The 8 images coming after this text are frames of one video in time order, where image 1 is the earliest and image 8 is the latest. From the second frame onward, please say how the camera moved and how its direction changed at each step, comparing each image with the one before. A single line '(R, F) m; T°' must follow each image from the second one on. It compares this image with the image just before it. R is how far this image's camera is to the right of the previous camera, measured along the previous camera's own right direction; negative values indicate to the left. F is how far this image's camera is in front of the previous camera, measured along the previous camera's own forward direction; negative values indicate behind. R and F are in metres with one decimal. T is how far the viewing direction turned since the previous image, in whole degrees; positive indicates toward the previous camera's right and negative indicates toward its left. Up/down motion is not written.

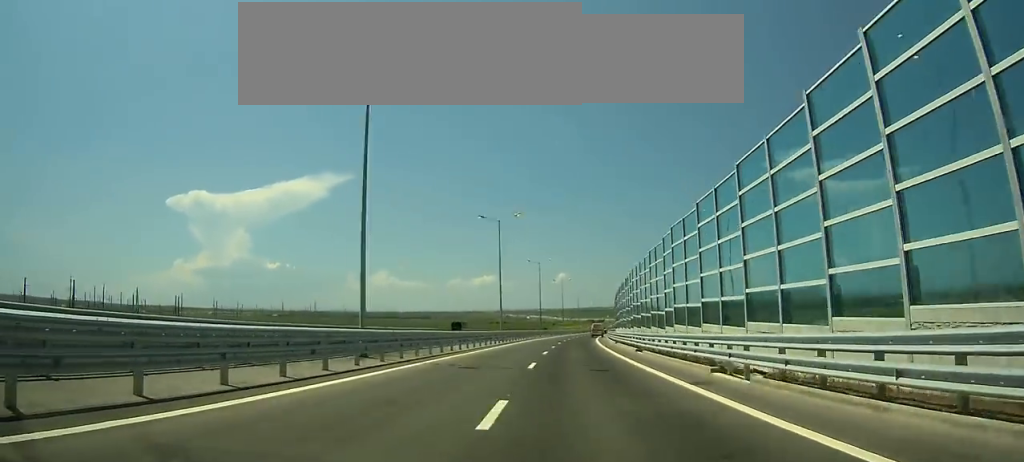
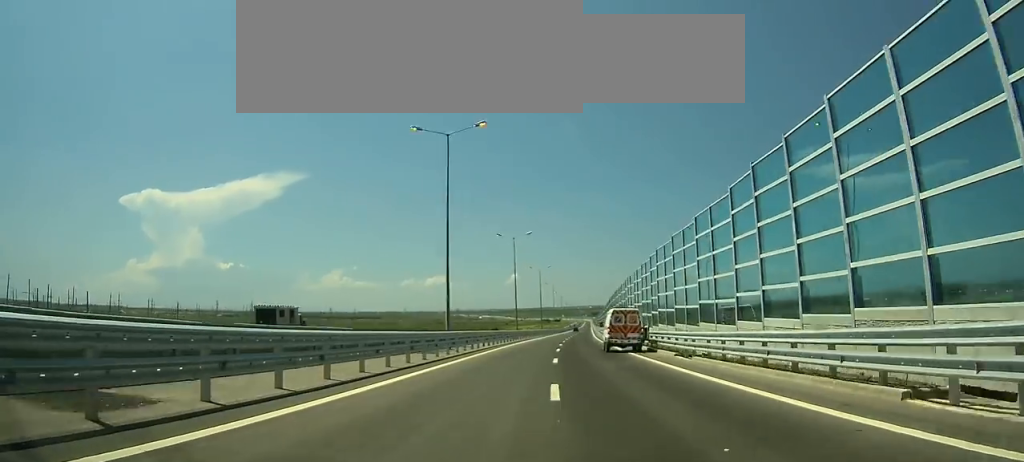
(+2.3, +69.6) m; +3°
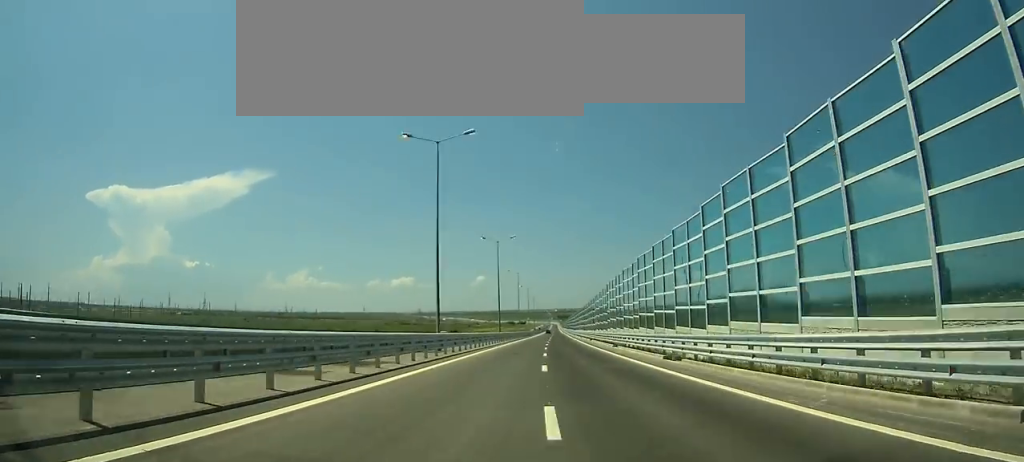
(-0.8, +40.3) m; +2°
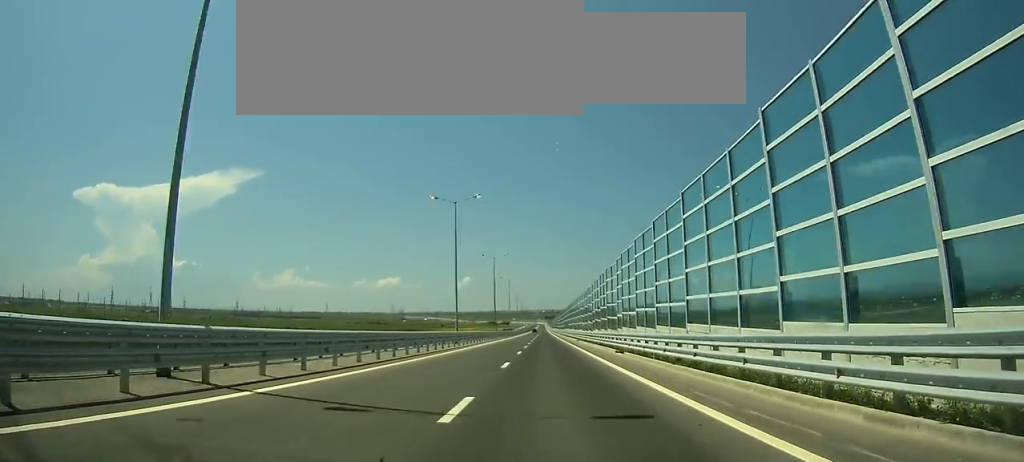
(+5.2, +108.6) m; +3°
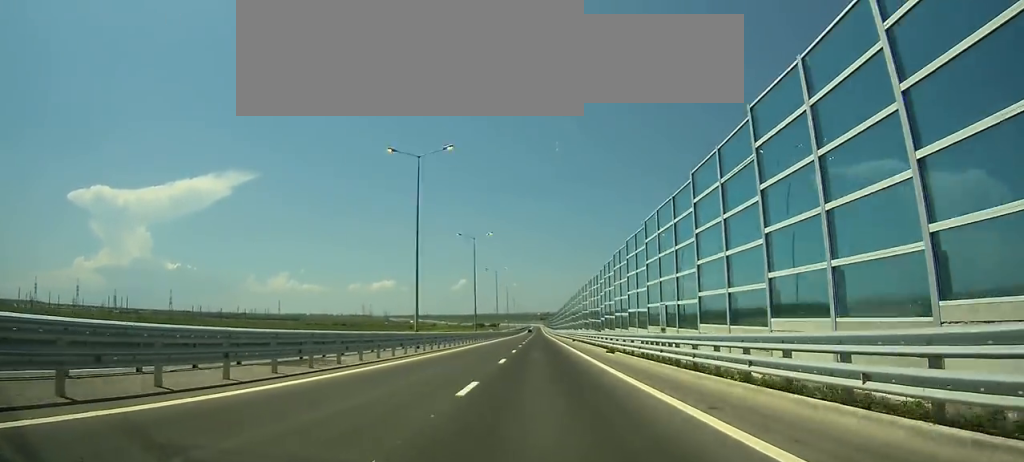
(+0.1, +141.8) m; 0°
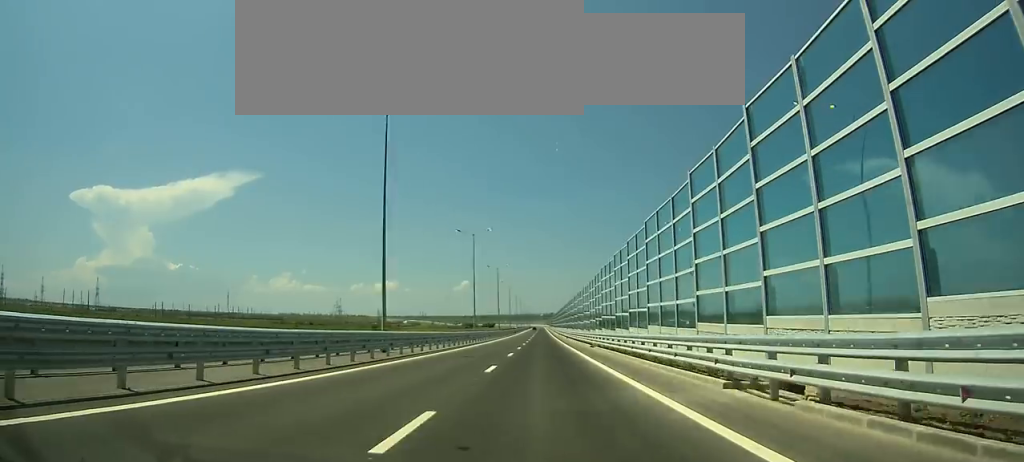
(-0.3, +126.0) m; 0°
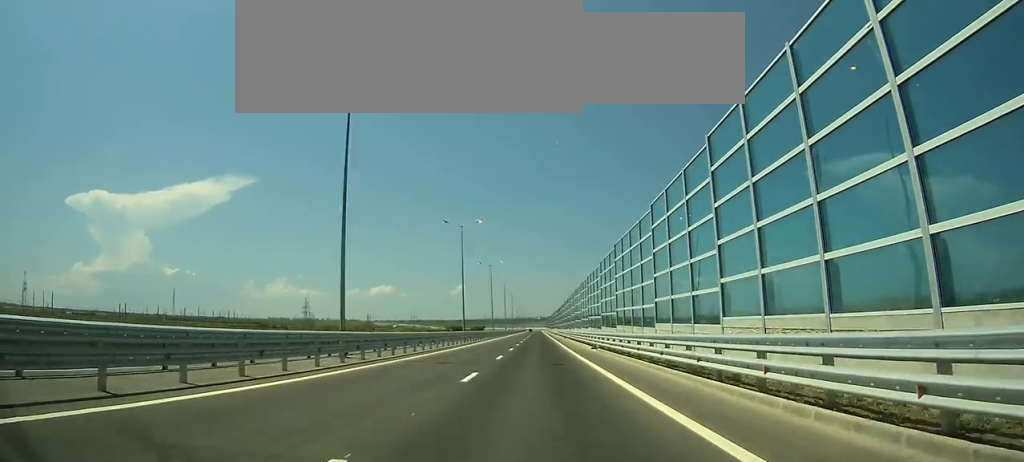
(-0.1, +87.5) m; 0°
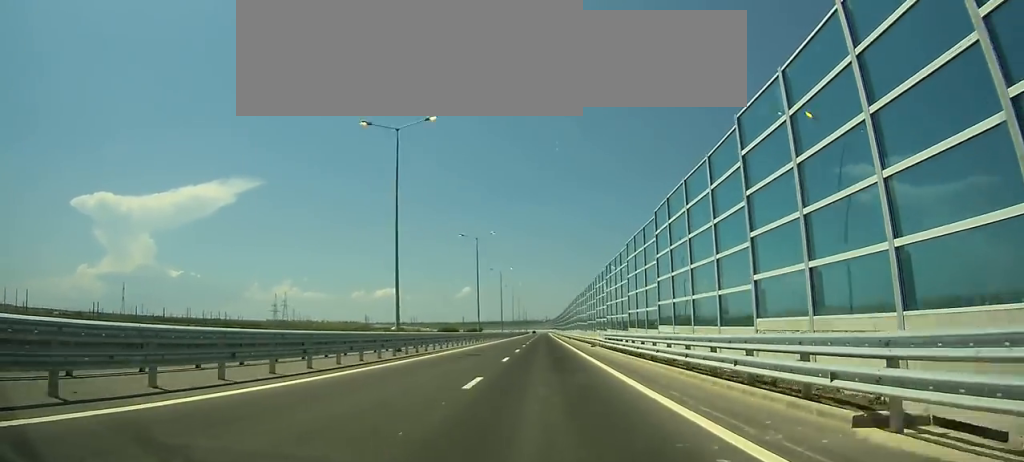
(+0.1, +73.6) m; 0°
